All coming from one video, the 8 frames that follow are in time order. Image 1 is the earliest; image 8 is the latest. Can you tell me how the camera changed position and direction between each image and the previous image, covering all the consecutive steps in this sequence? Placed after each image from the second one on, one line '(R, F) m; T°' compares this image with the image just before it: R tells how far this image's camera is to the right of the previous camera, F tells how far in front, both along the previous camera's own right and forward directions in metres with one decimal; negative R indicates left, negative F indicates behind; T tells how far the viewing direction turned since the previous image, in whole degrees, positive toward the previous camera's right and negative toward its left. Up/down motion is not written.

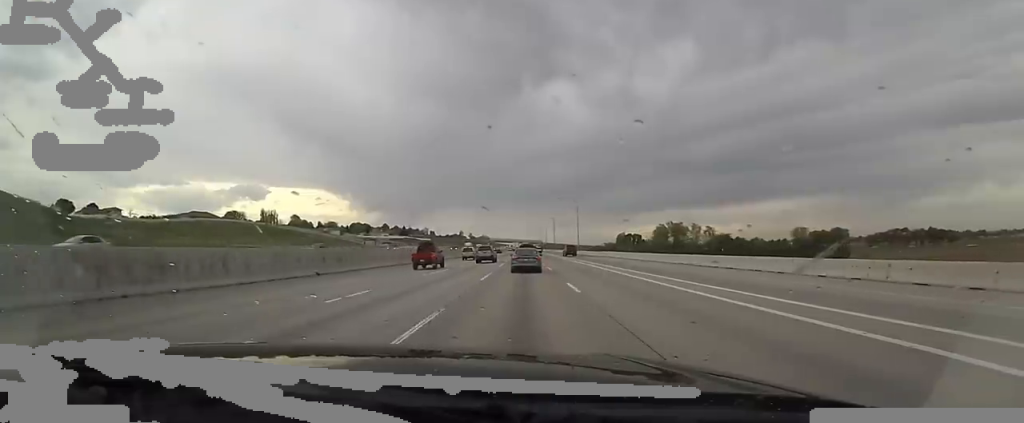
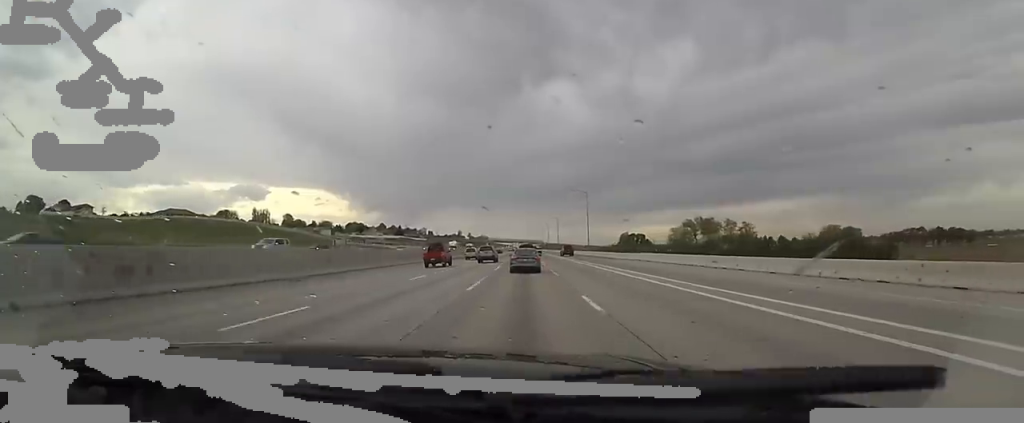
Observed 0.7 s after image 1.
(0.0, +20.3) m; -1°
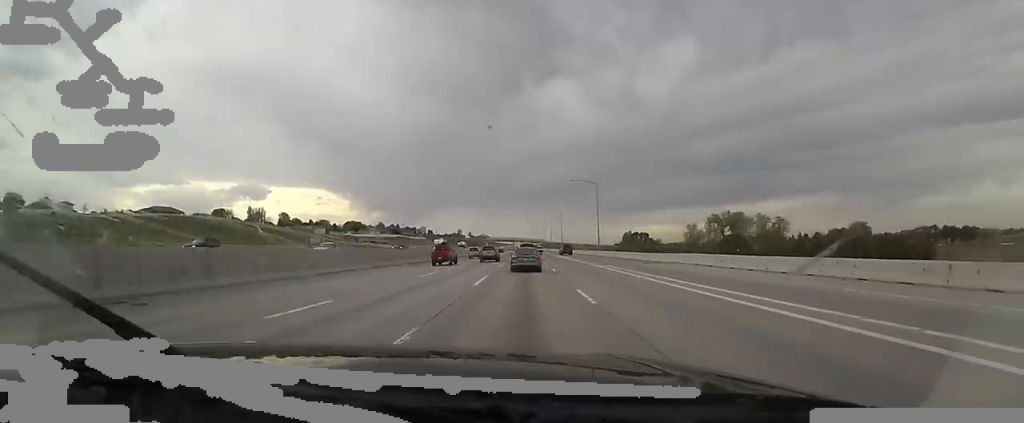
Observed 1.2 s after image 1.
(-0.4, +13.4) m; -1°
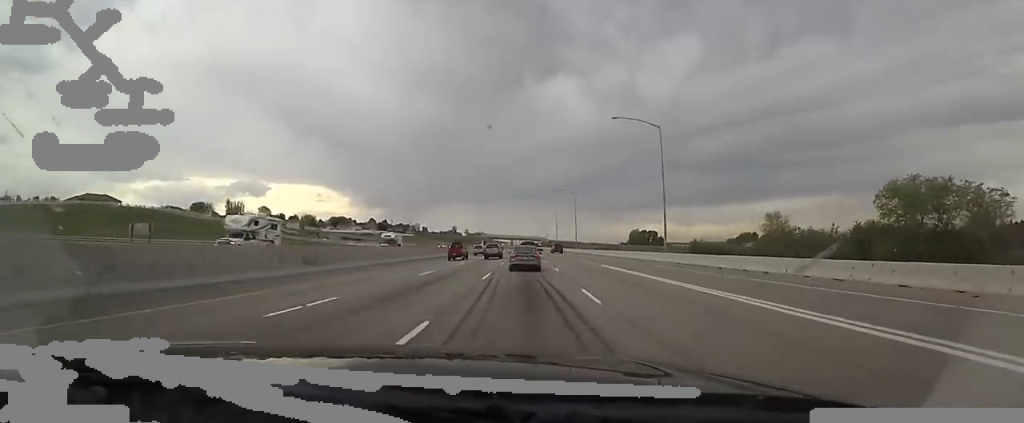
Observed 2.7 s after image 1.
(+1.0, +43.8) m; +2°
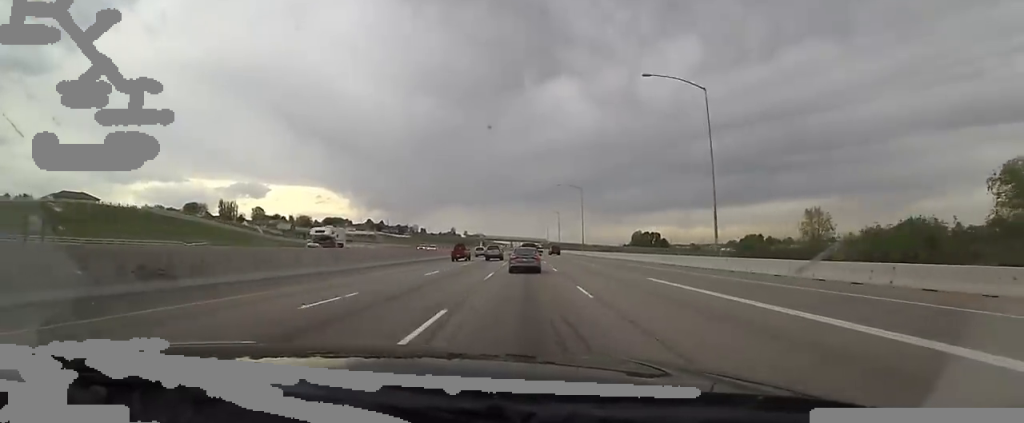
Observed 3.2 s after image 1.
(+0.5, +13.2) m; 0°
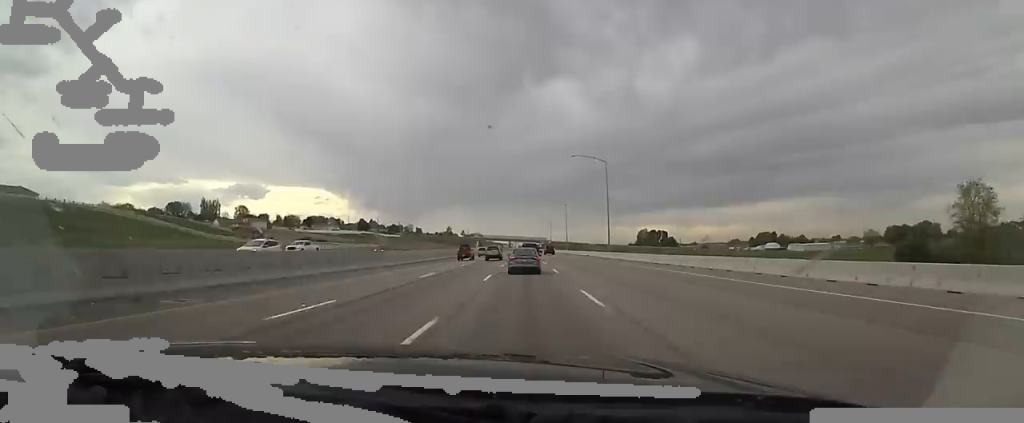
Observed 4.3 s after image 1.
(-1.2, +31.8) m; 0°
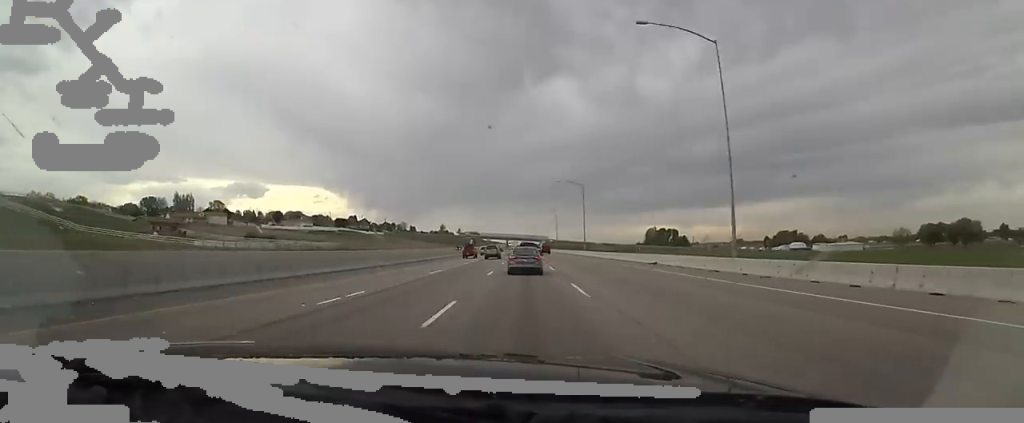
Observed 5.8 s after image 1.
(+1.6, +43.9) m; +1°
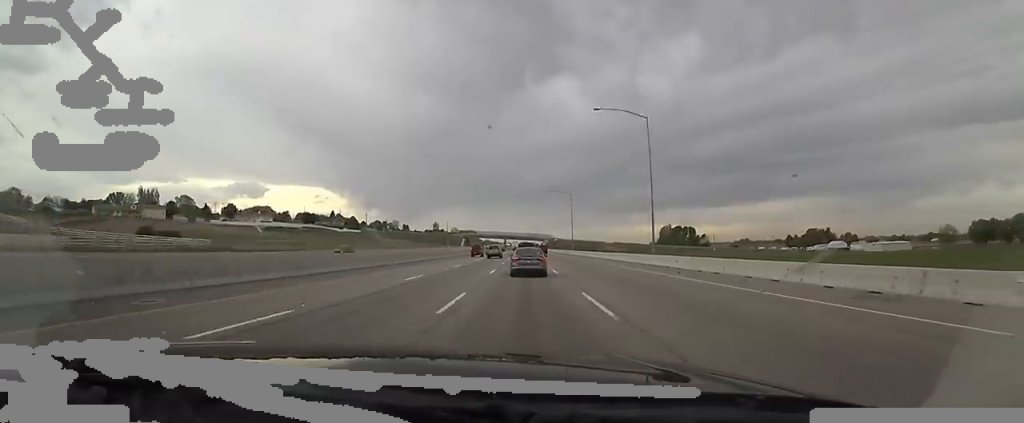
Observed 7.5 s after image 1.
(-1.4, +51.5) m; 0°
